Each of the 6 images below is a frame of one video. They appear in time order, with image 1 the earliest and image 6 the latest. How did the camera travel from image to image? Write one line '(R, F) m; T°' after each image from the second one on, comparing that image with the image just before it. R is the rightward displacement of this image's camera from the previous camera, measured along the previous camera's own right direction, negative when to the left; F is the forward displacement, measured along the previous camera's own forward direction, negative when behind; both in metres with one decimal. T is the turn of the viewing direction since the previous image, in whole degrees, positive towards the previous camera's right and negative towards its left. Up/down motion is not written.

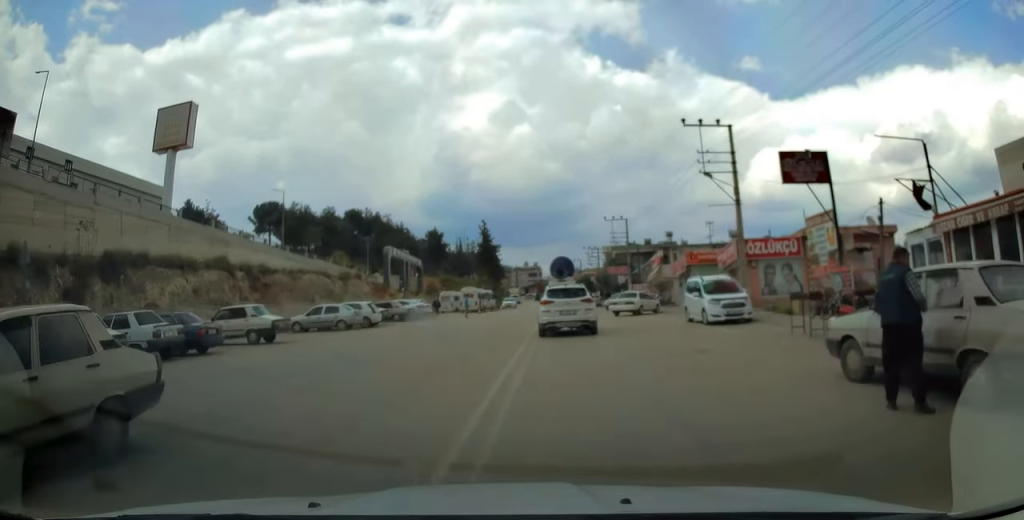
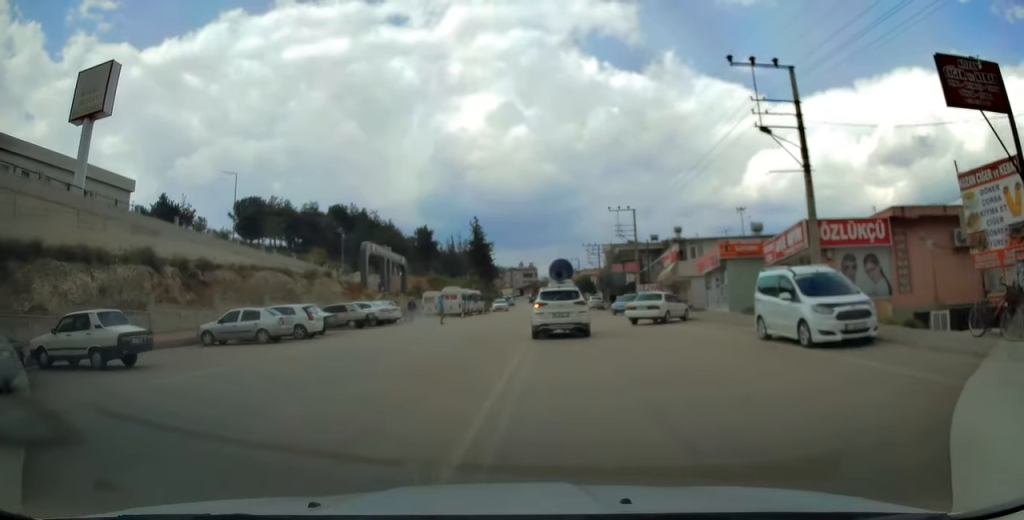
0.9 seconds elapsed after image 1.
(+0.1, +8.7) m; 0°
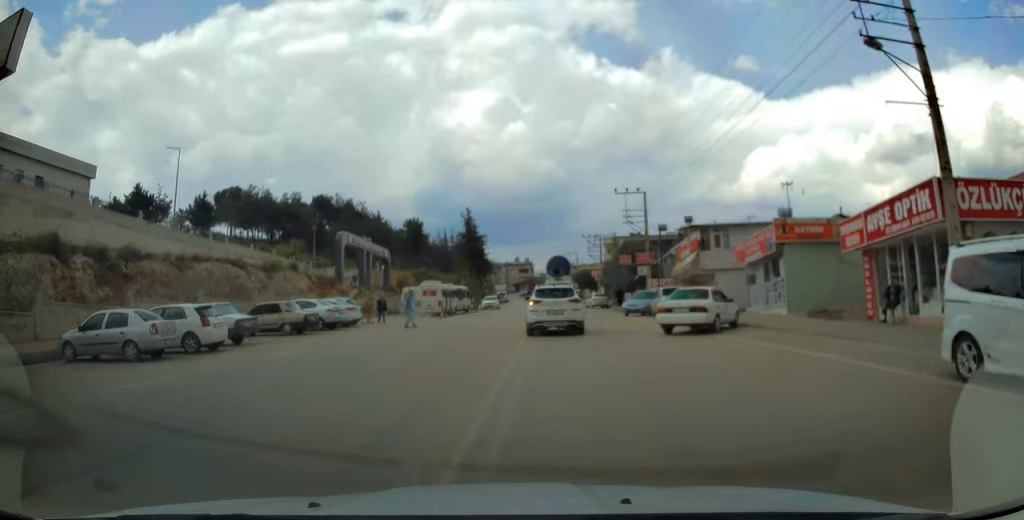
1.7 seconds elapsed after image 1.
(0.0, +8.1) m; 0°
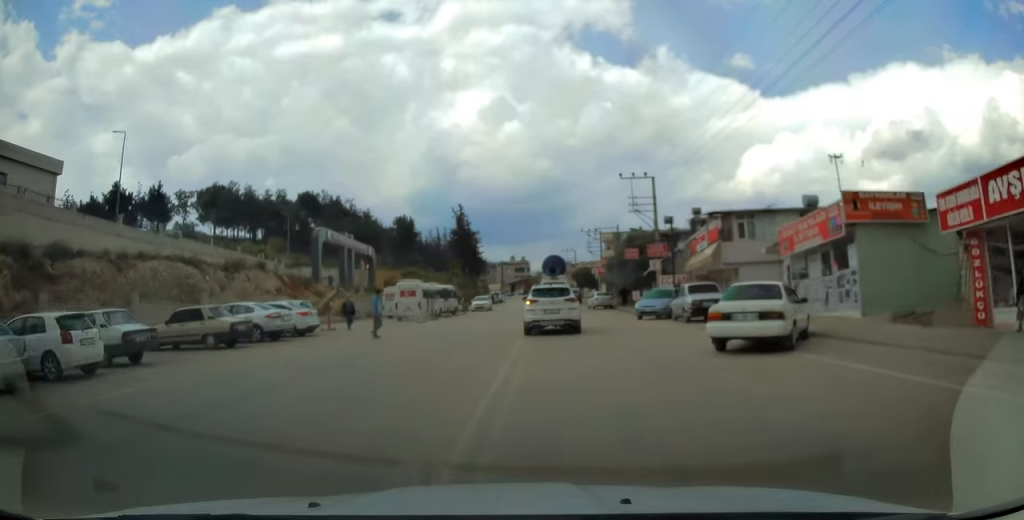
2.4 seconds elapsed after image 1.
(0.0, +6.0) m; 0°
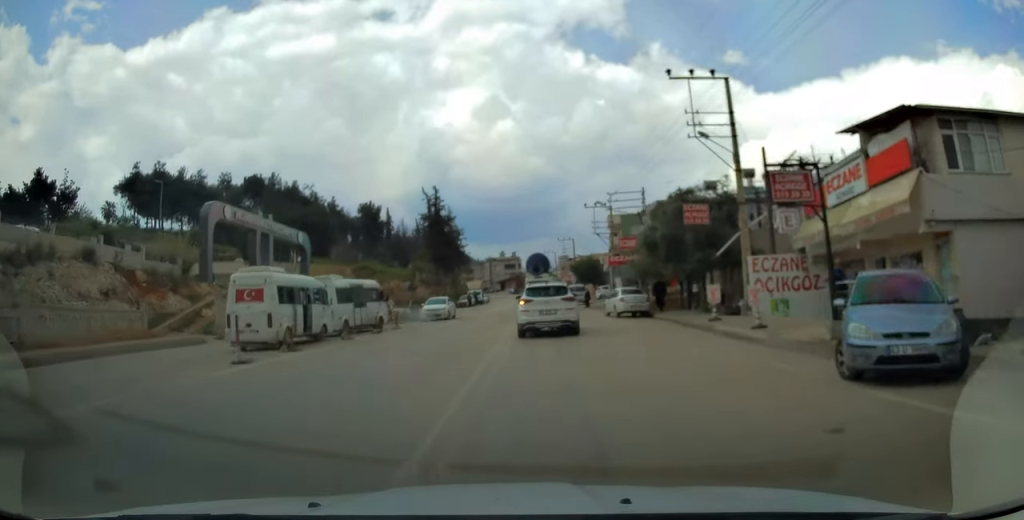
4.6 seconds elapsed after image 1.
(+0.8, +20.8) m; +3°
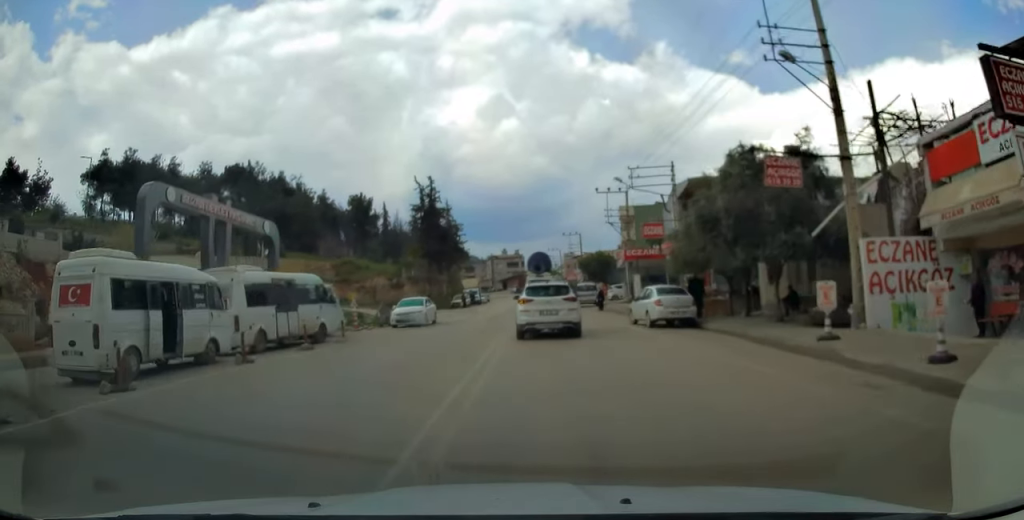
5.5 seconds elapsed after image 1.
(-0.2, +8.4) m; -3°
